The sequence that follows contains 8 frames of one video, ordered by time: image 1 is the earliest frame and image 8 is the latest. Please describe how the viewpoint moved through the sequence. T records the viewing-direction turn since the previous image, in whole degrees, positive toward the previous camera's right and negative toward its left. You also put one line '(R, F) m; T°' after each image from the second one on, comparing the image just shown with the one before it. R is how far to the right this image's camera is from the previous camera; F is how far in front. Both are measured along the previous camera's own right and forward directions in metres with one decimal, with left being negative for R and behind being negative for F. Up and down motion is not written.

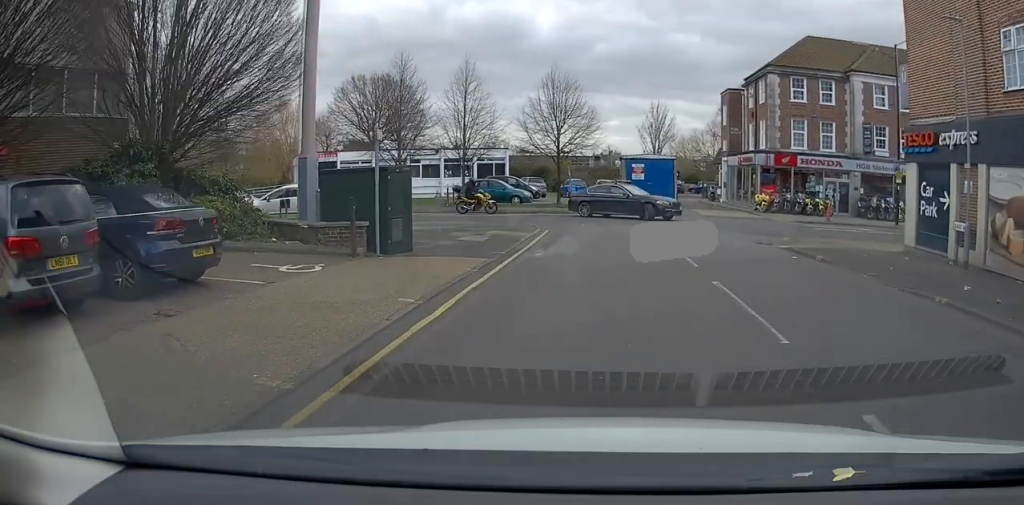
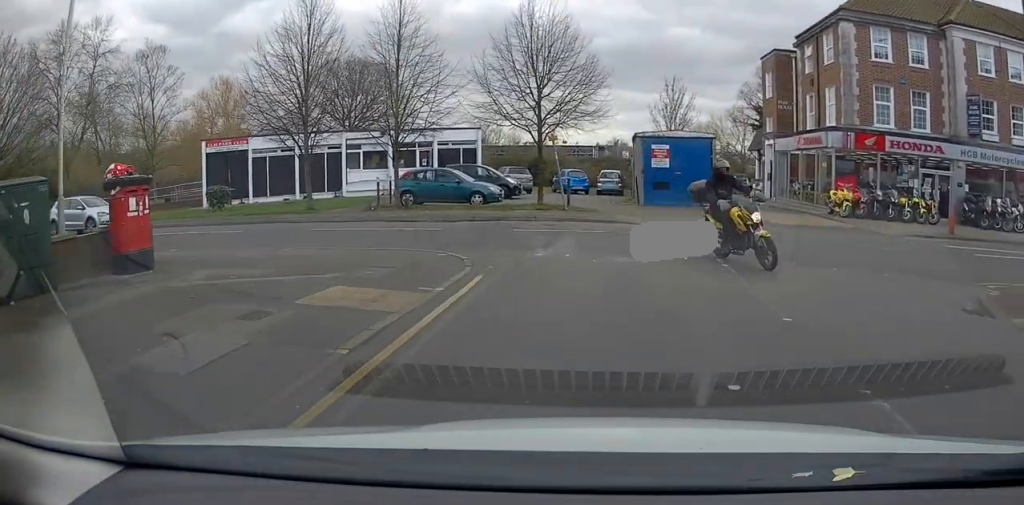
(-0.9, +13.7) m; -6°
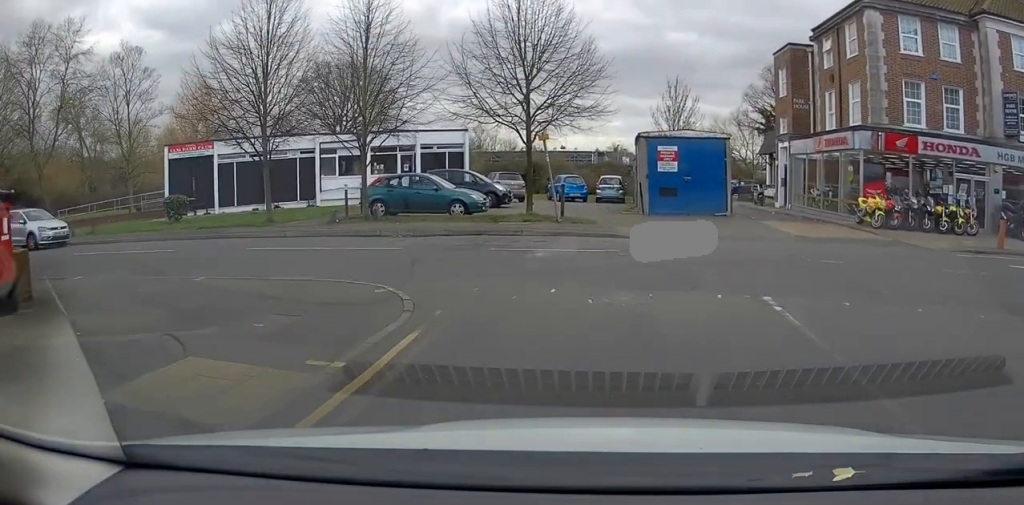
(0.0, +3.9) m; 0°
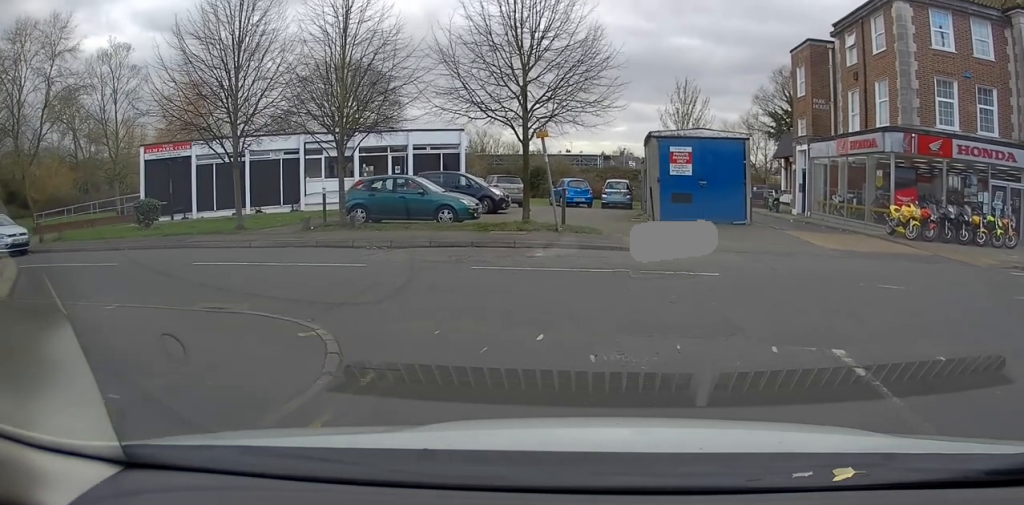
(0.0, +3.1) m; -1°
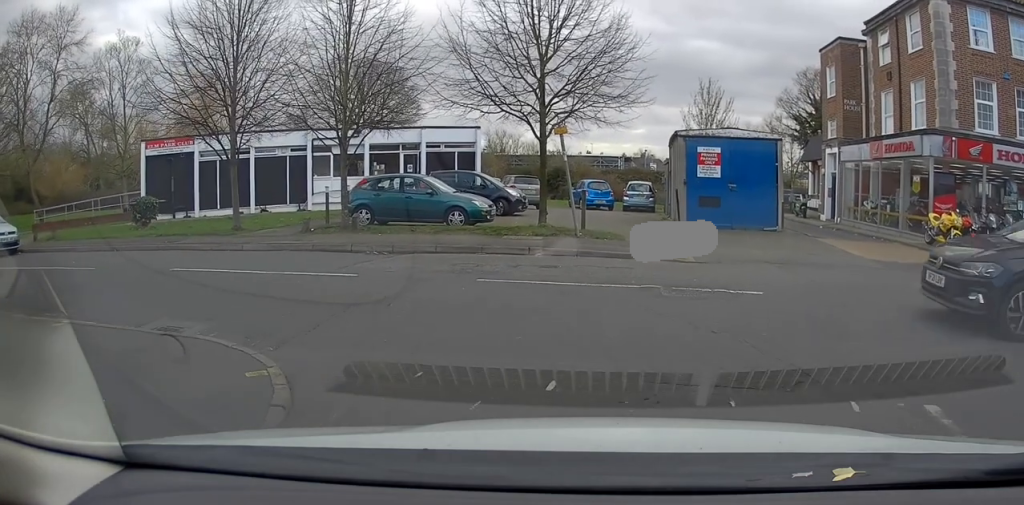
(0.0, +2.0) m; 0°
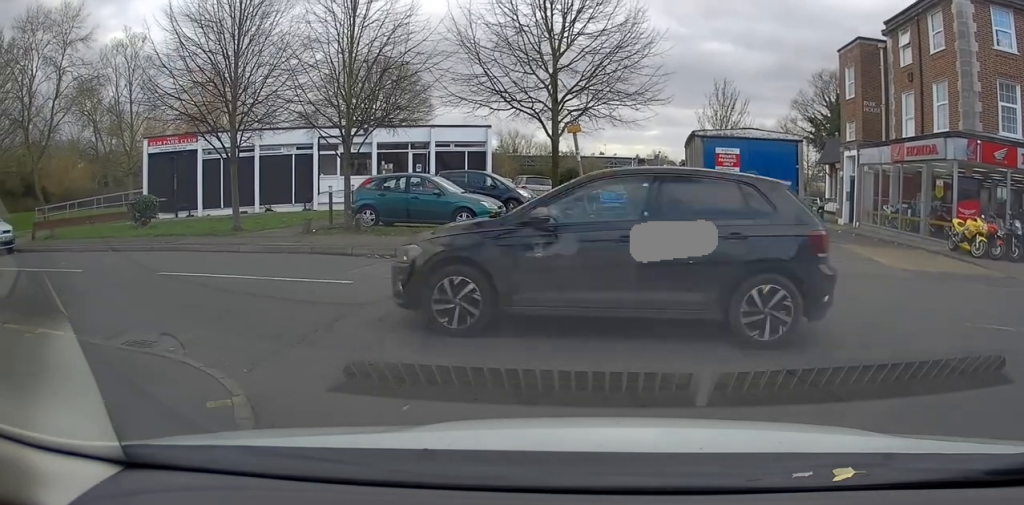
(0.0, +1.4) m; 0°
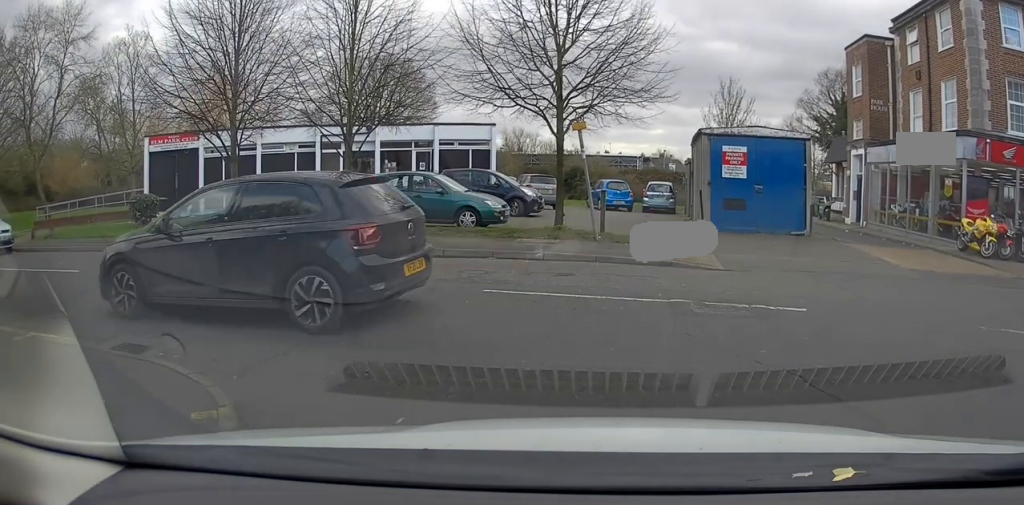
(0.0, +0.4) m; 0°
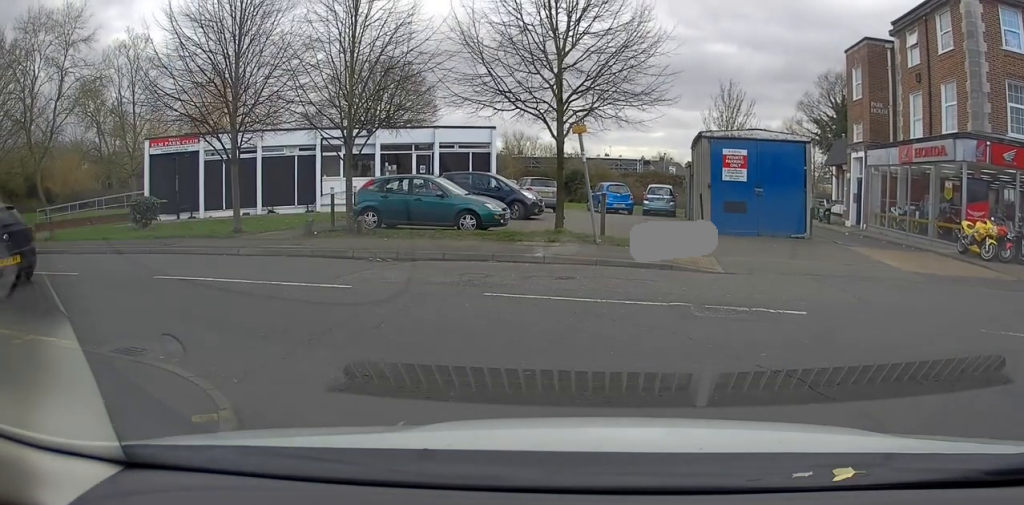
(+0.1, +0.7) m; 0°
